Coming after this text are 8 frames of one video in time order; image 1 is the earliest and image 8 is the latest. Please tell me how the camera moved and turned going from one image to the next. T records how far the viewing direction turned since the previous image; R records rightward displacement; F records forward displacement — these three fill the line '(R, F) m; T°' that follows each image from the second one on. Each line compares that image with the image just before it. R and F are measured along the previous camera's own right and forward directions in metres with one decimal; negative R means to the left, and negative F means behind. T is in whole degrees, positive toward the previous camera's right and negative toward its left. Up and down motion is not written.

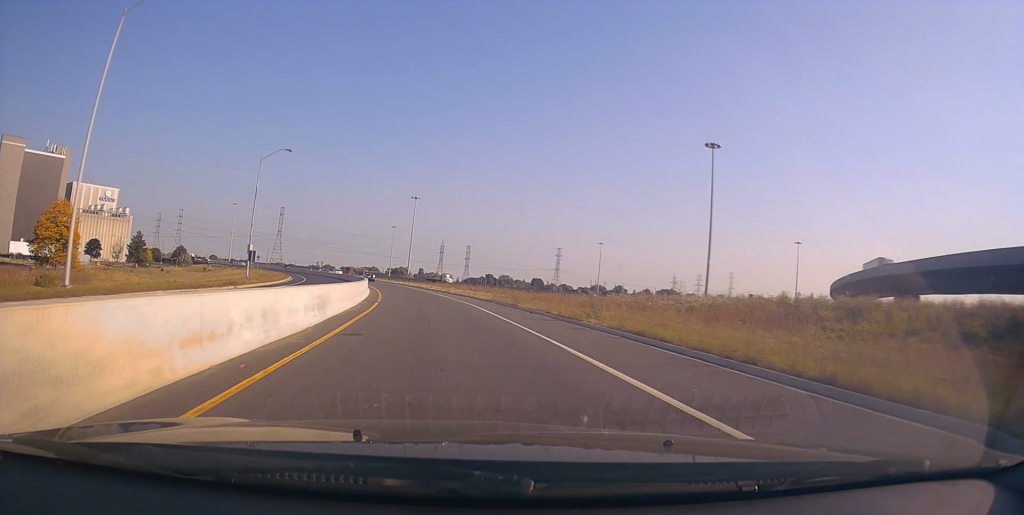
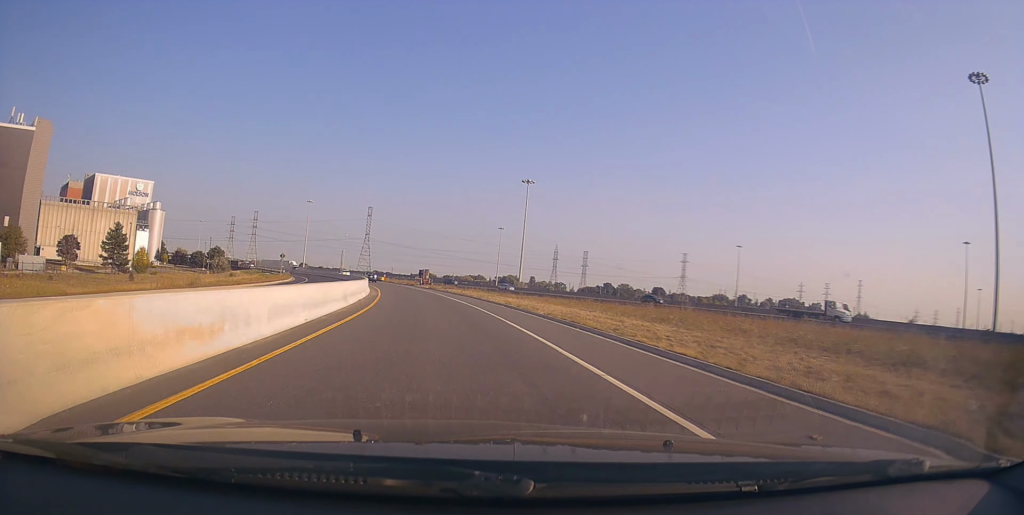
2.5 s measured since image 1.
(-5.8, +53.5) m; -12°
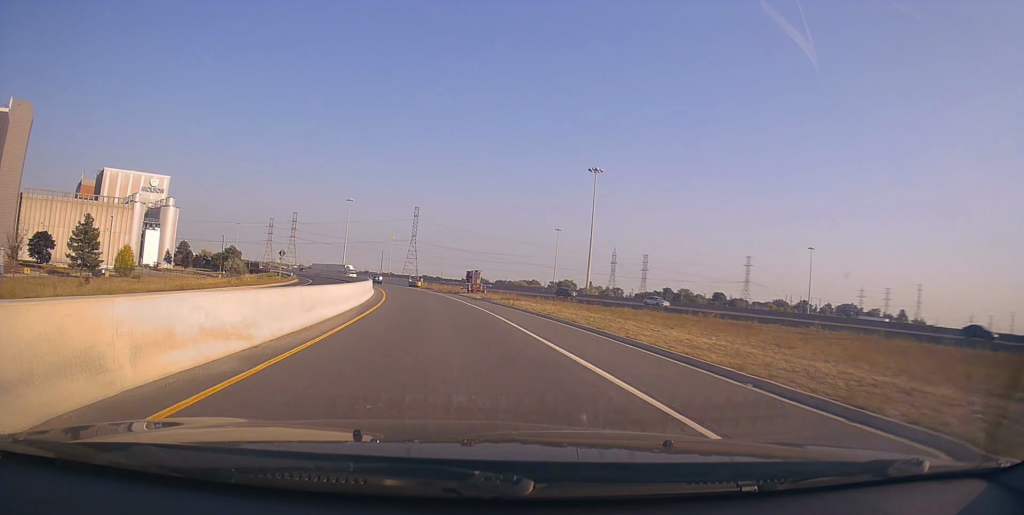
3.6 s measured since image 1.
(-0.9, +24.7) m; -4°
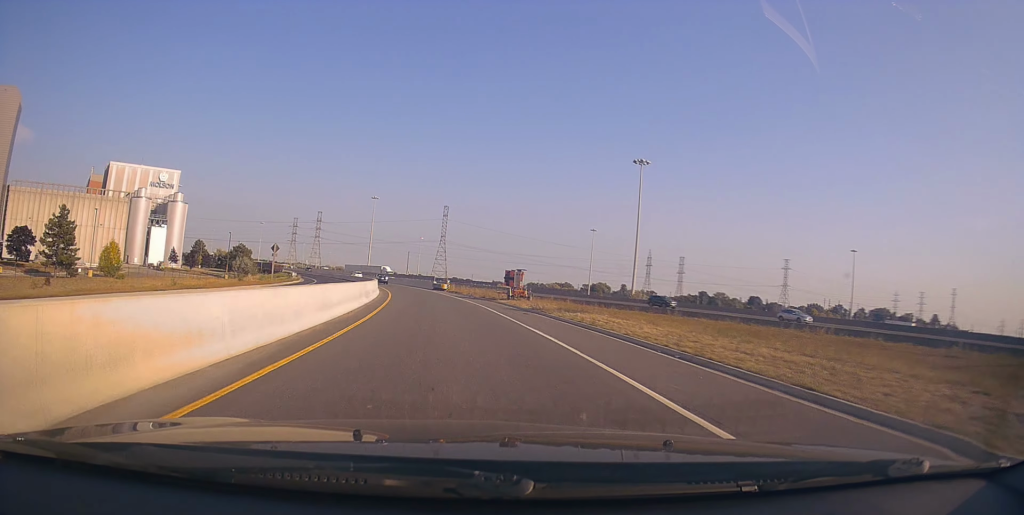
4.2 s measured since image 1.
(-0.5, +13.6) m; -3°
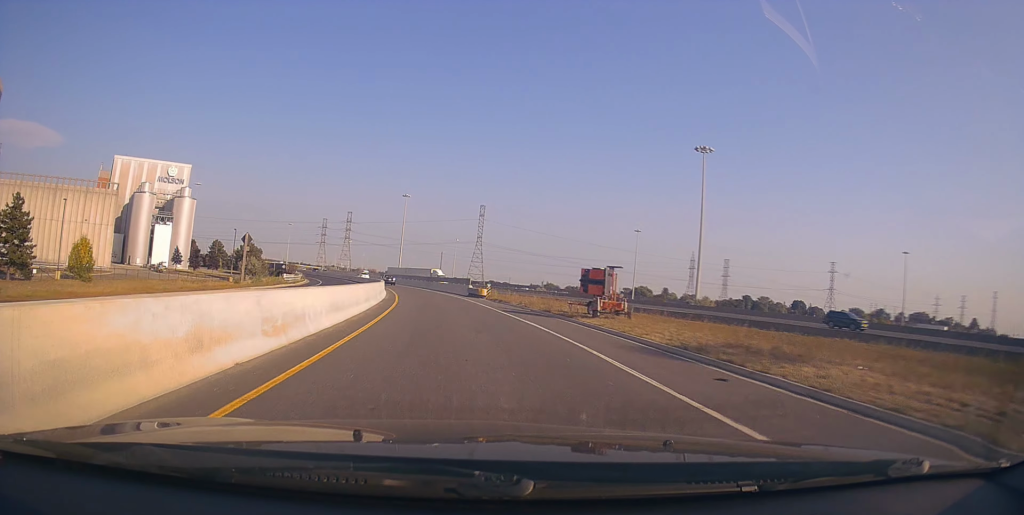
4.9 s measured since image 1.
(-0.5, +16.7) m; -3°
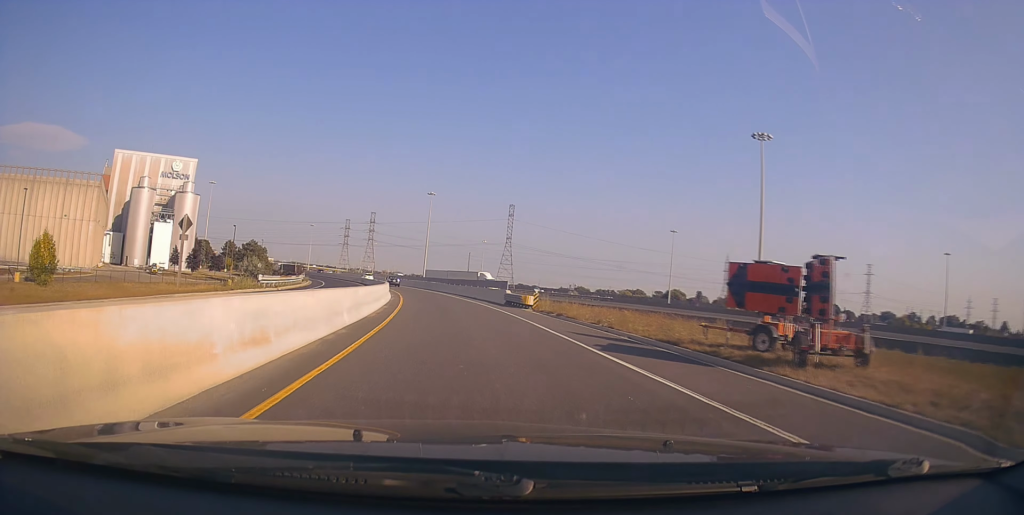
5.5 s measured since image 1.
(-0.2, +13.7) m; -3°
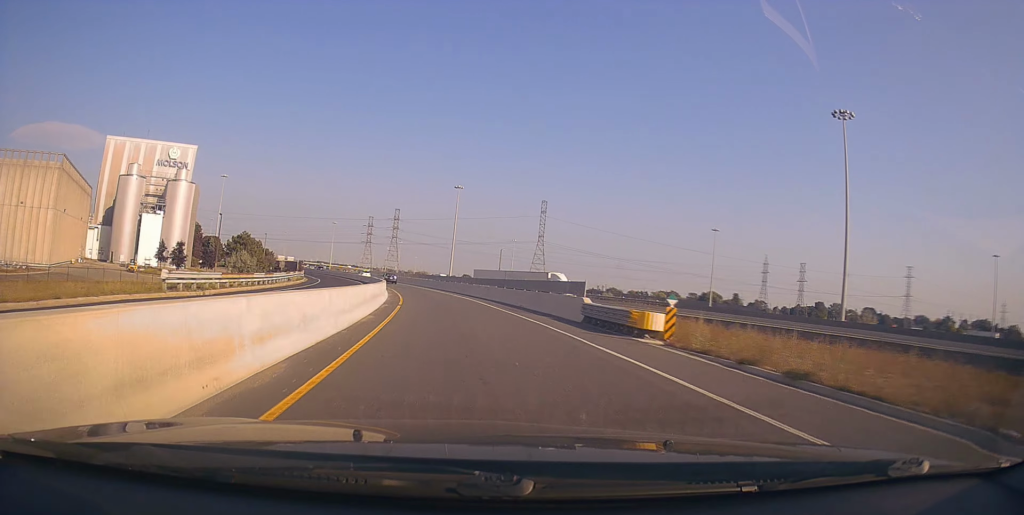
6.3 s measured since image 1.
(-0.6, +17.7) m; -4°
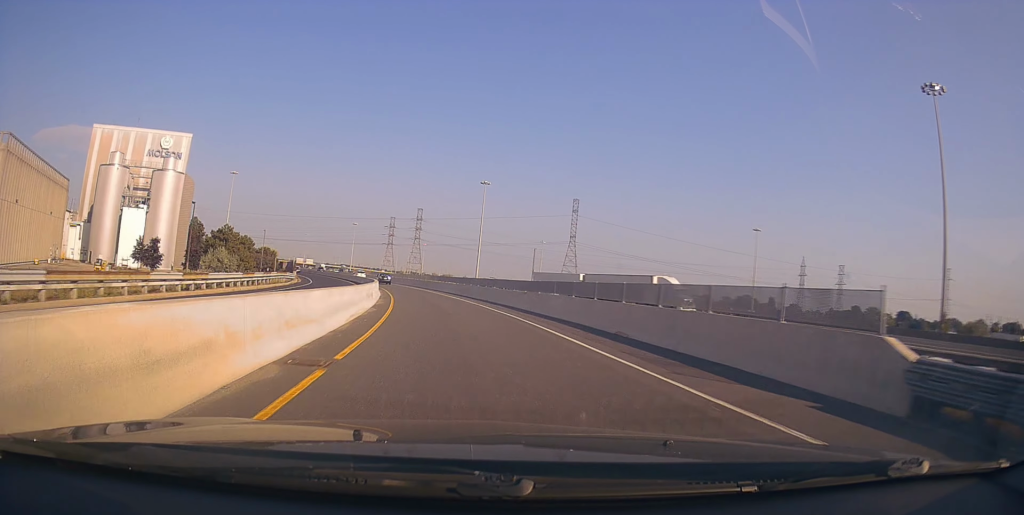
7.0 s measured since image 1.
(-0.6, +17.1) m; -3°
